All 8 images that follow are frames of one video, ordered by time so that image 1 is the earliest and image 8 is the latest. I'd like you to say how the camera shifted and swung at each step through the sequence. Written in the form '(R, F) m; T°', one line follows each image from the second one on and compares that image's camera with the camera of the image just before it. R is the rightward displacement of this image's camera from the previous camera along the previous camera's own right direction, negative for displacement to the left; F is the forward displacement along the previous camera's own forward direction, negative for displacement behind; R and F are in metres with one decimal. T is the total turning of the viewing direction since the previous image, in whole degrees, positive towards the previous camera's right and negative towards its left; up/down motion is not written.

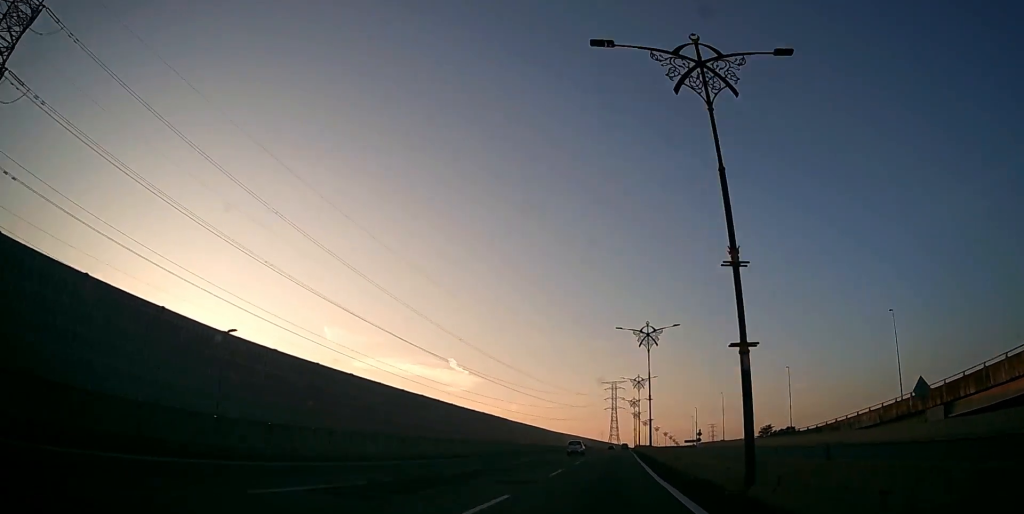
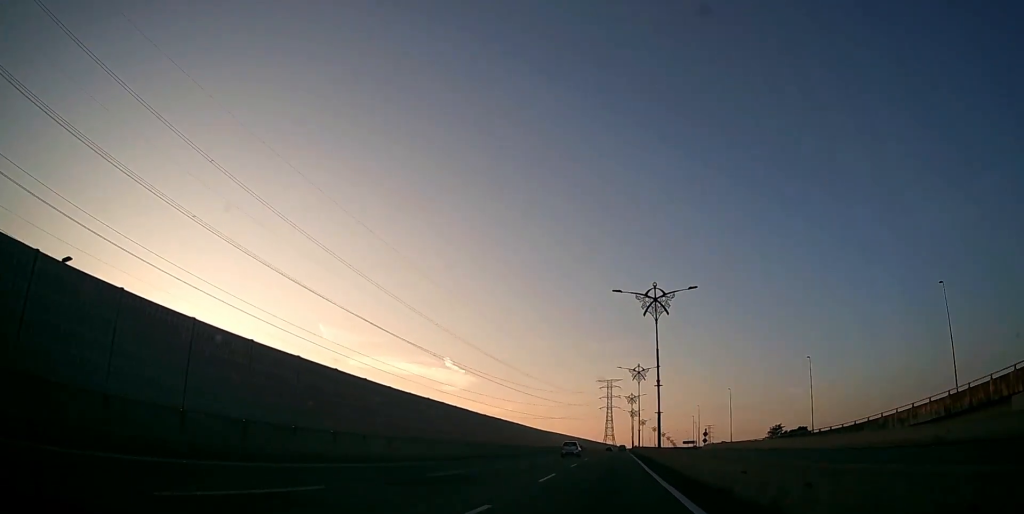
(0.0, +14.7) m; +1°
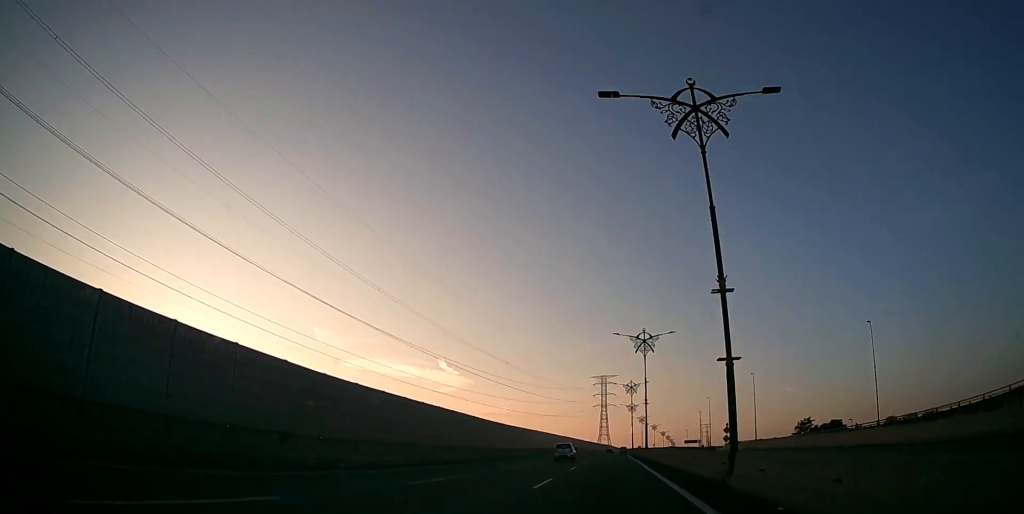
(+0.3, +24.0) m; +1°
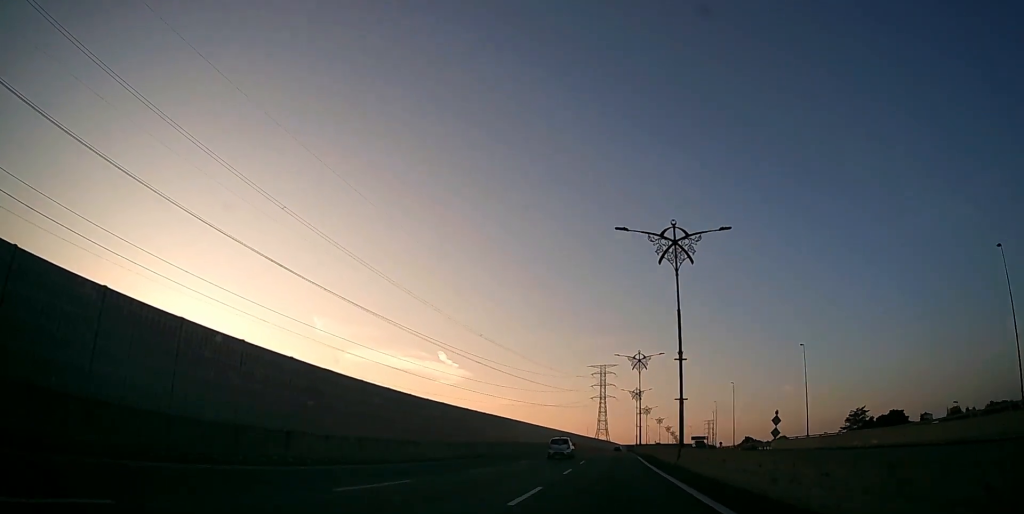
(+0.3, +28.5) m; +1°
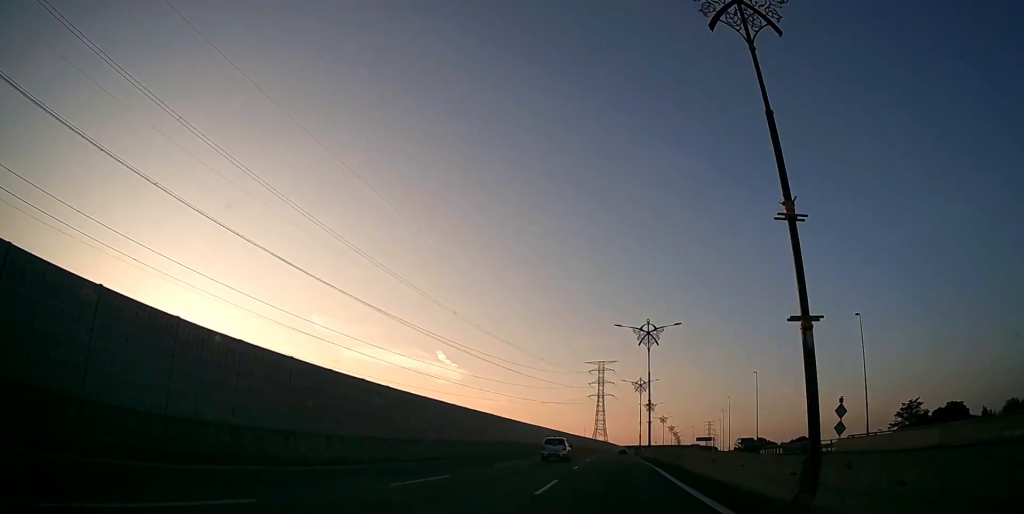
(0.0, +18.4) m; 0°
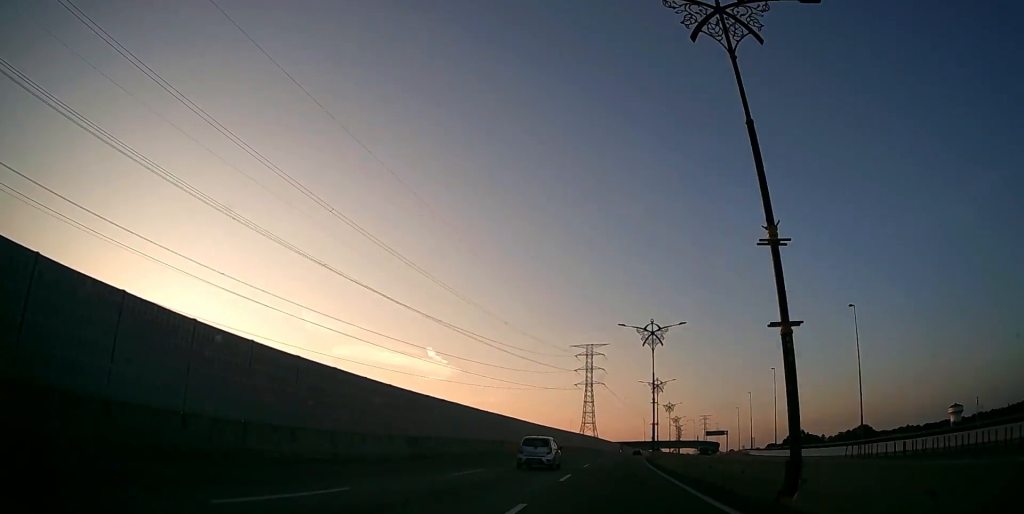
(+0.1, +41.0) m; +1°
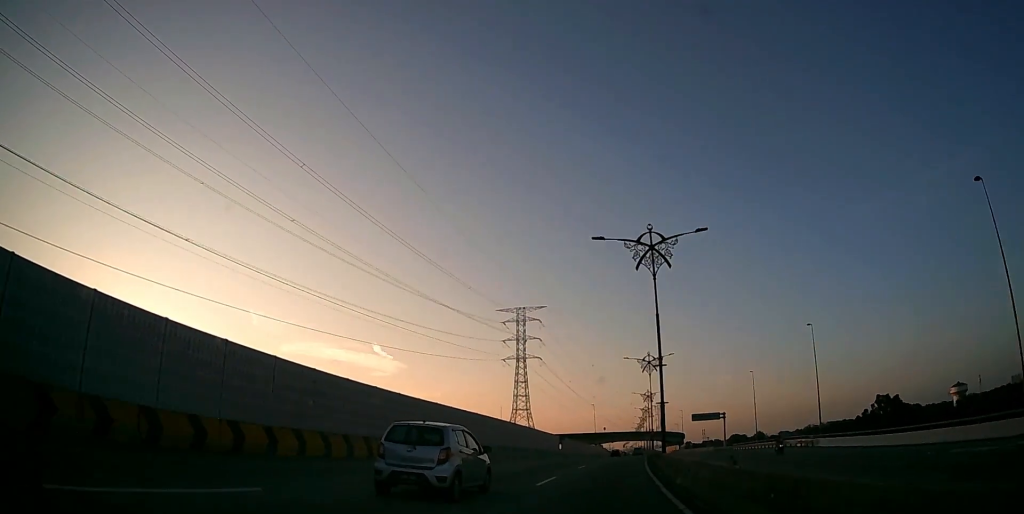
(+1.5, +62.0) m; +4°
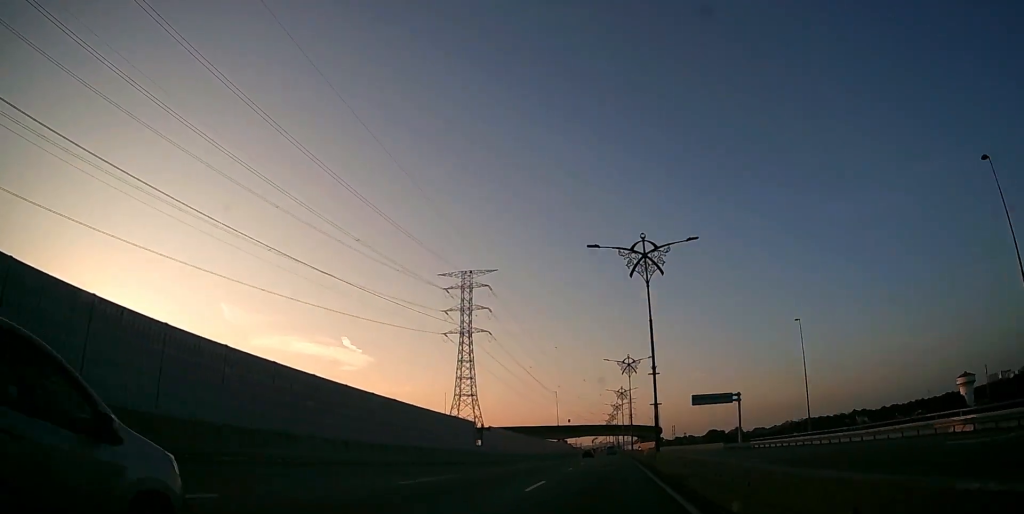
(+1.2, +38.8) m; +4°
